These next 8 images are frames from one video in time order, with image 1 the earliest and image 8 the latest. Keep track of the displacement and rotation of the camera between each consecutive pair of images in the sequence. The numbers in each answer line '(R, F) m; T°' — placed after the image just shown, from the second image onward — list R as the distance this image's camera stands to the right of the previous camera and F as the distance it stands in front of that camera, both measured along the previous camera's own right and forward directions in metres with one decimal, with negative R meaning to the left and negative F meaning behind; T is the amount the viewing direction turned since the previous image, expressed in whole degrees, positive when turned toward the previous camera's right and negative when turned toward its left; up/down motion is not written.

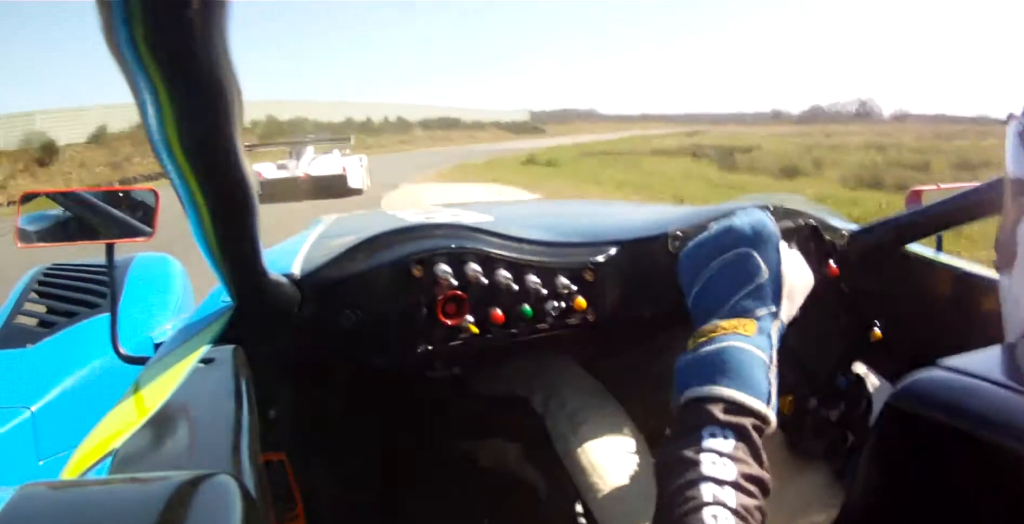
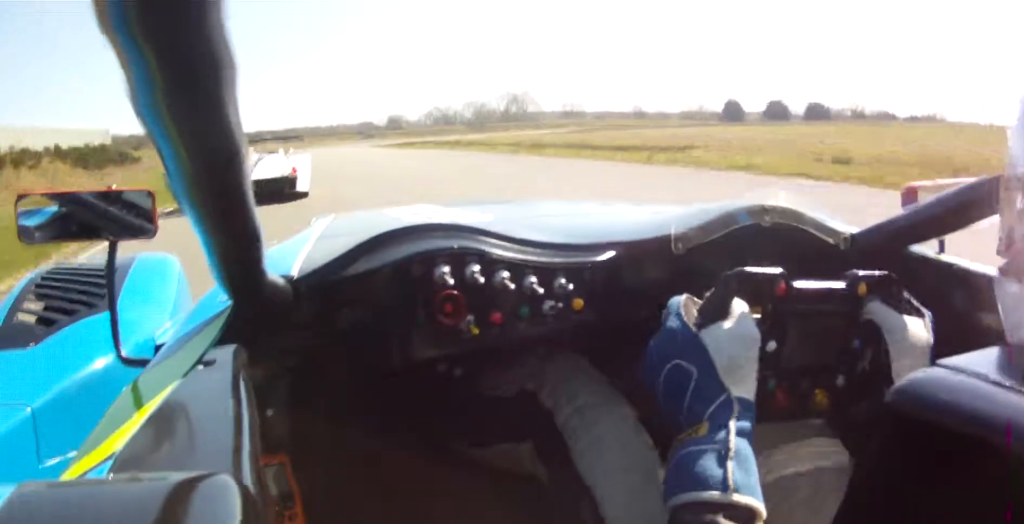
(+27.8, +90.4) m; +24°
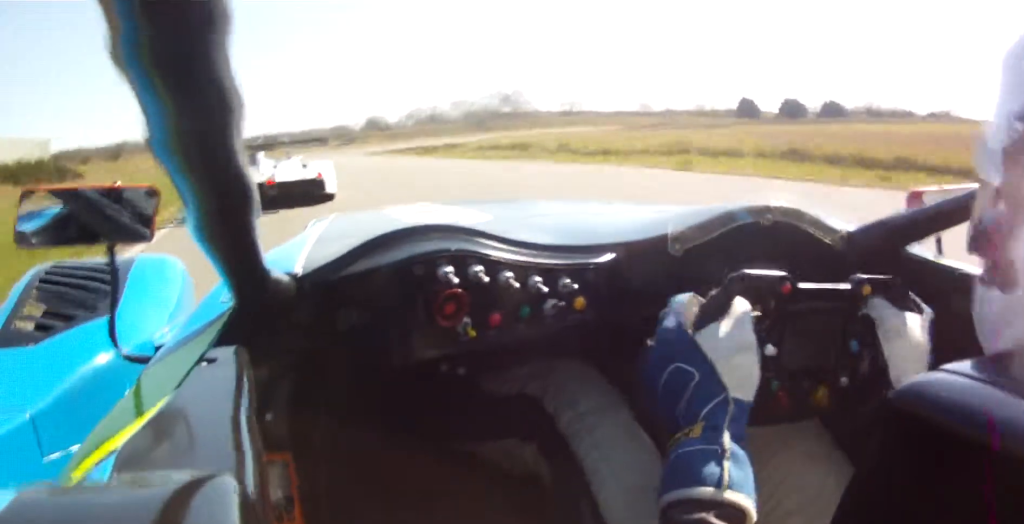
(+1.5, +25.5) m; 0°
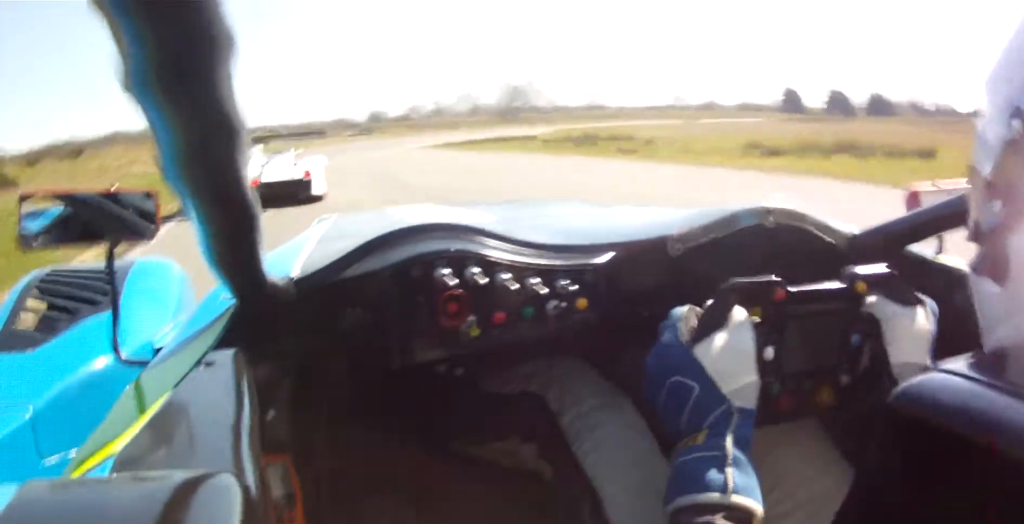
(-0.9, +30.3) m; +1°
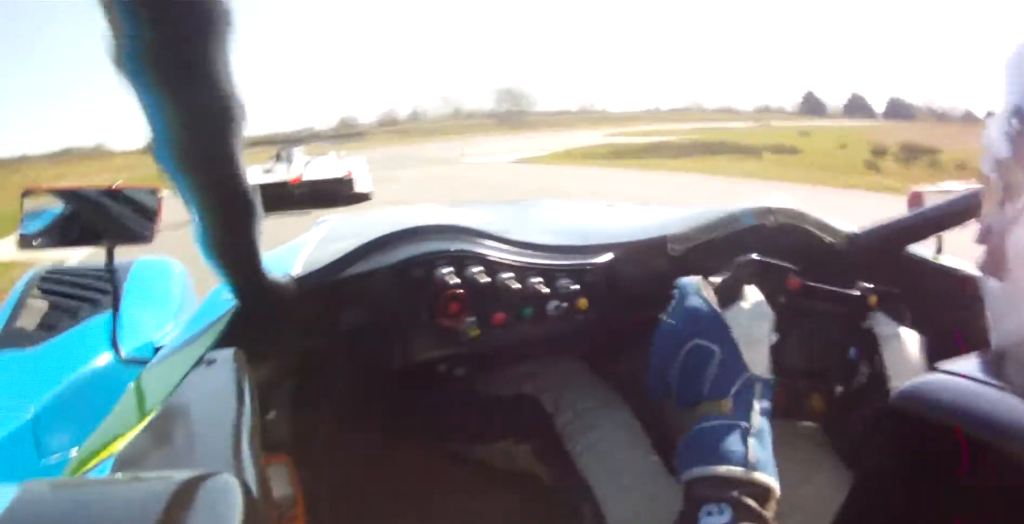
(-0.8, +26.5) m; +5°
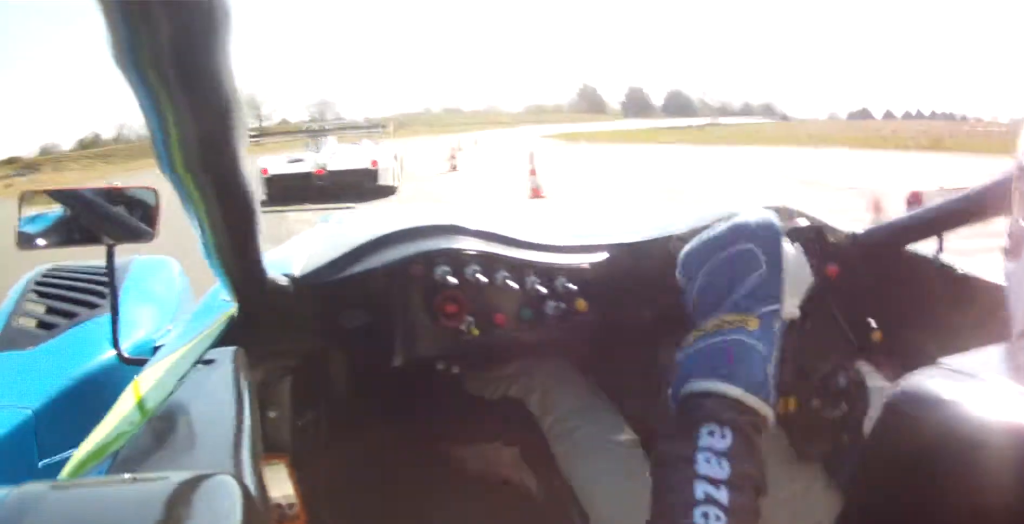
(+7.0, +41.8) m; +21°
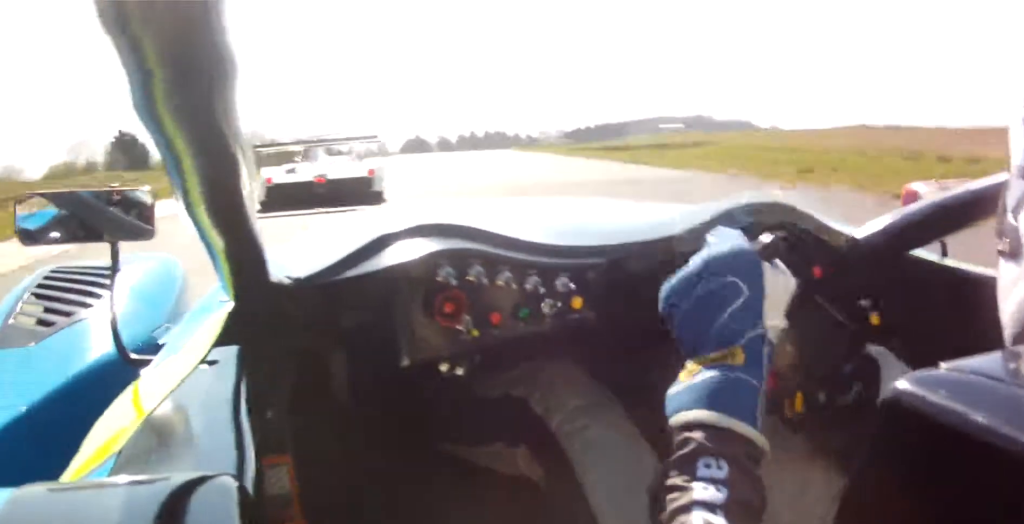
(+17.0, +55.4) m; +27°
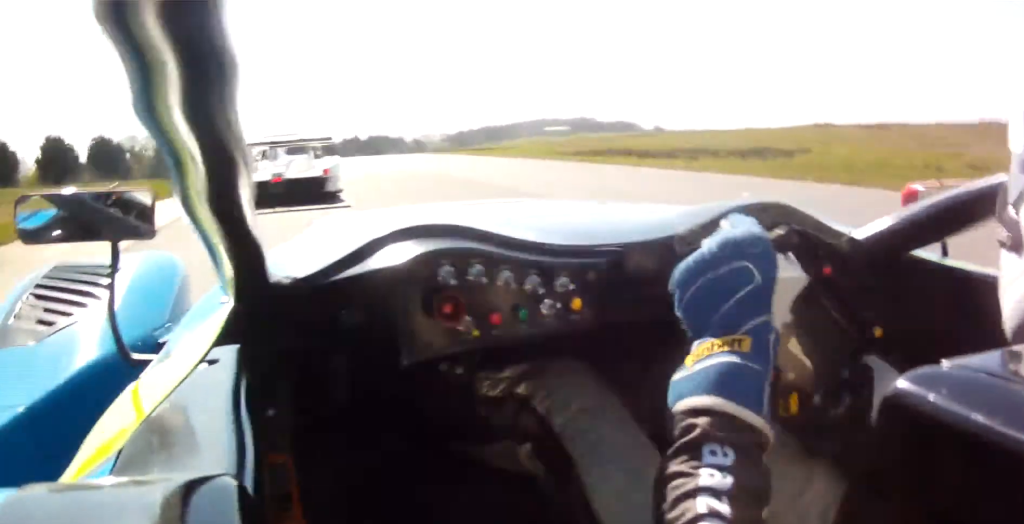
(+0.8, +18.0) m; +5°
